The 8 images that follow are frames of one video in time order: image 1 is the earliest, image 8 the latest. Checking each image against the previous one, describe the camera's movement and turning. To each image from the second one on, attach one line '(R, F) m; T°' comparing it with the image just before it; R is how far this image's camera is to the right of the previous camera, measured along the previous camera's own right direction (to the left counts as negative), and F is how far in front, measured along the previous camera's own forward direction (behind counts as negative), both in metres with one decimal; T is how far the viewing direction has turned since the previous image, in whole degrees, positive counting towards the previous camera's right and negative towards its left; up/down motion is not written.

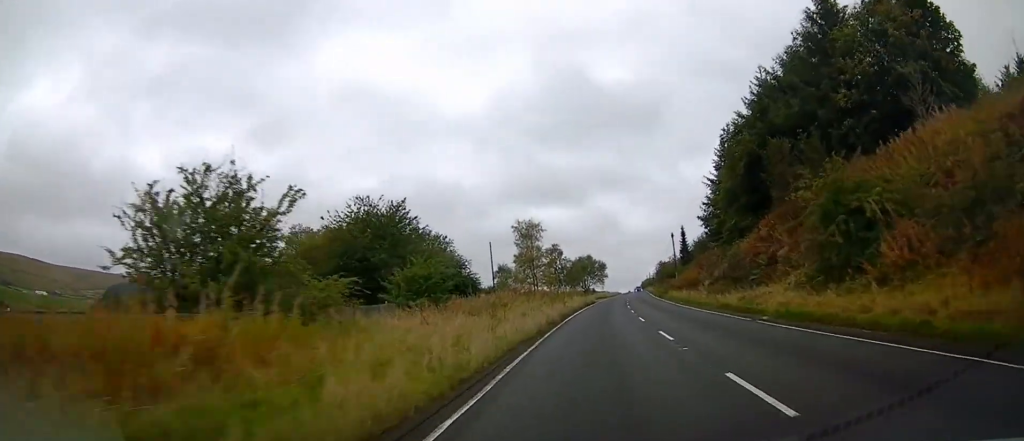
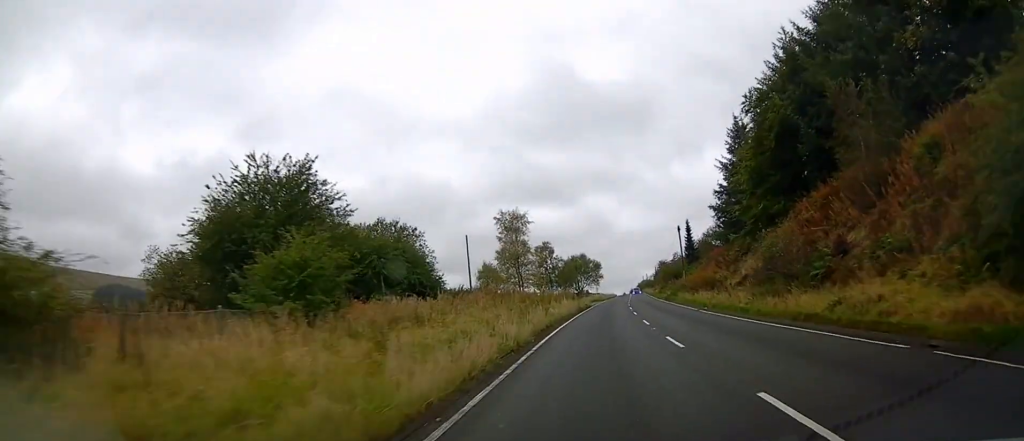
(+0.2, +10.3) m; +1°
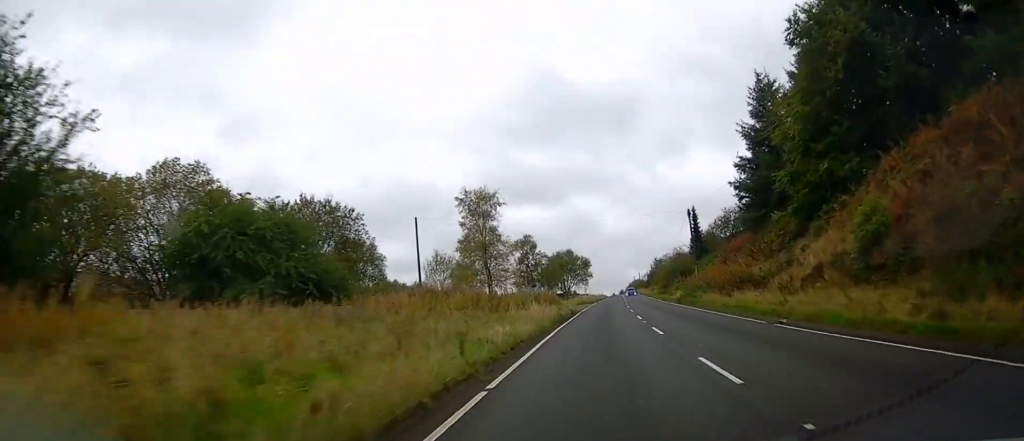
(+0.1, +13.2) m; 0°
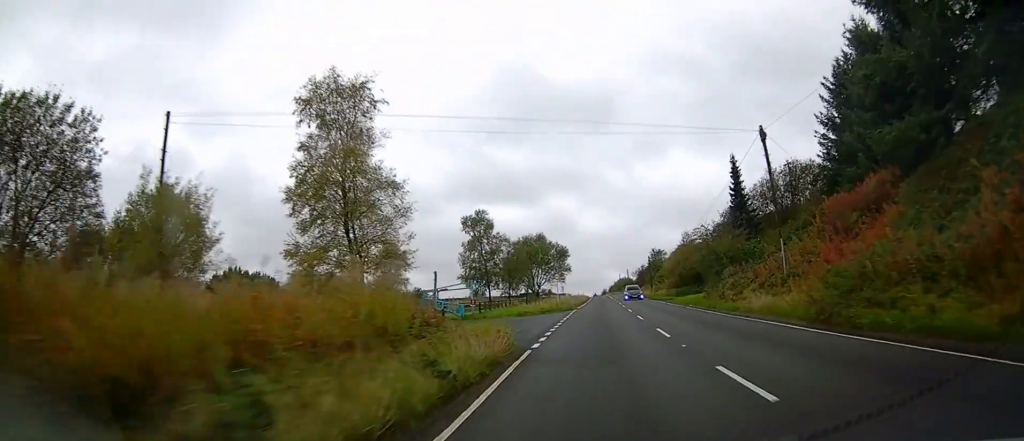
(+0.1, +27.3) m; +2°
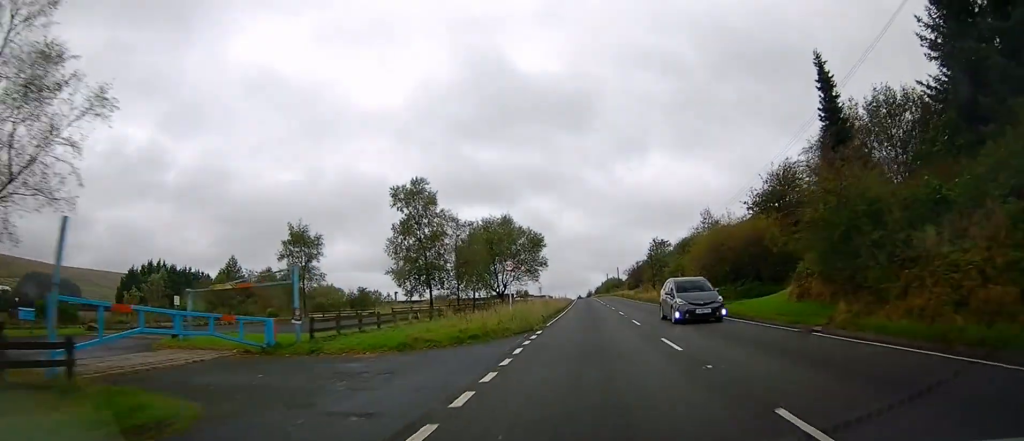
(+0.5, +19.8) m; +1°
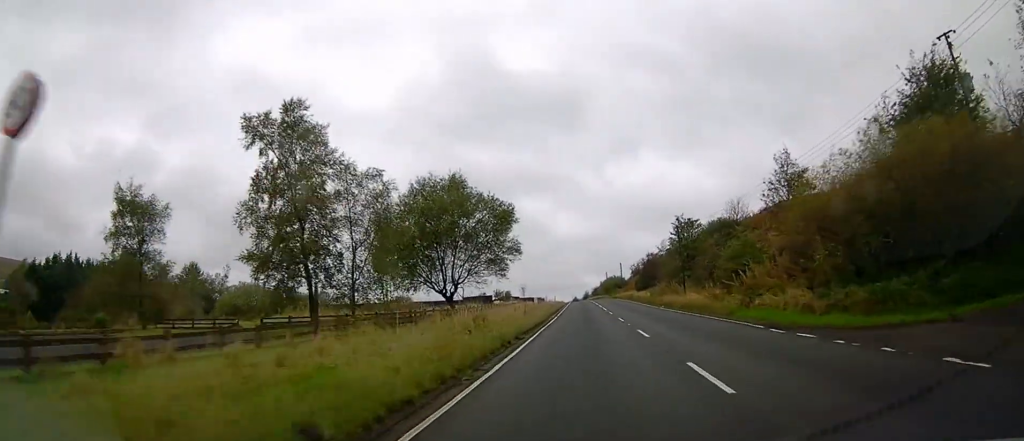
(0.0, +21.8) m; 0°
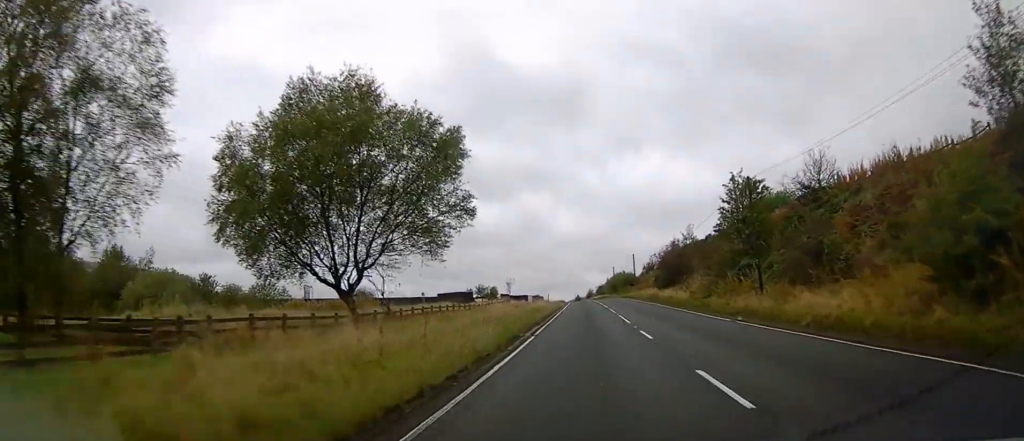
(+0.1, +17.4) m; 0°
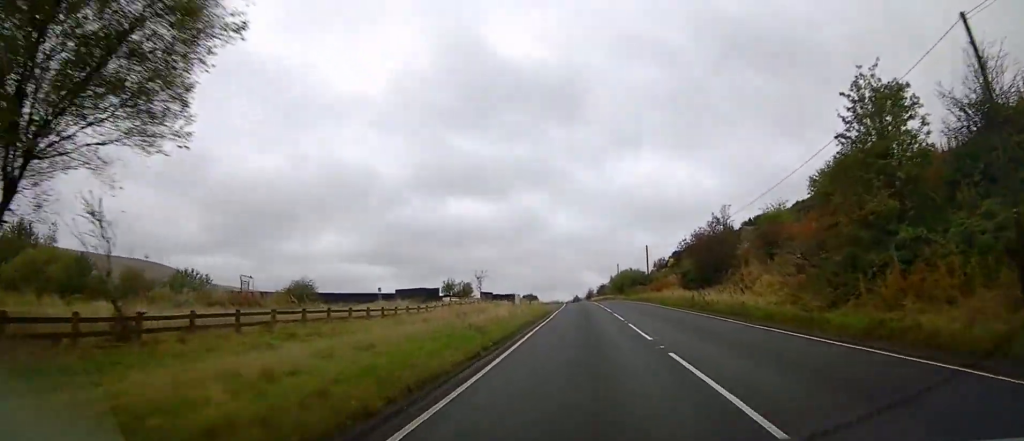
(0.0, +16.6) m; 0°
